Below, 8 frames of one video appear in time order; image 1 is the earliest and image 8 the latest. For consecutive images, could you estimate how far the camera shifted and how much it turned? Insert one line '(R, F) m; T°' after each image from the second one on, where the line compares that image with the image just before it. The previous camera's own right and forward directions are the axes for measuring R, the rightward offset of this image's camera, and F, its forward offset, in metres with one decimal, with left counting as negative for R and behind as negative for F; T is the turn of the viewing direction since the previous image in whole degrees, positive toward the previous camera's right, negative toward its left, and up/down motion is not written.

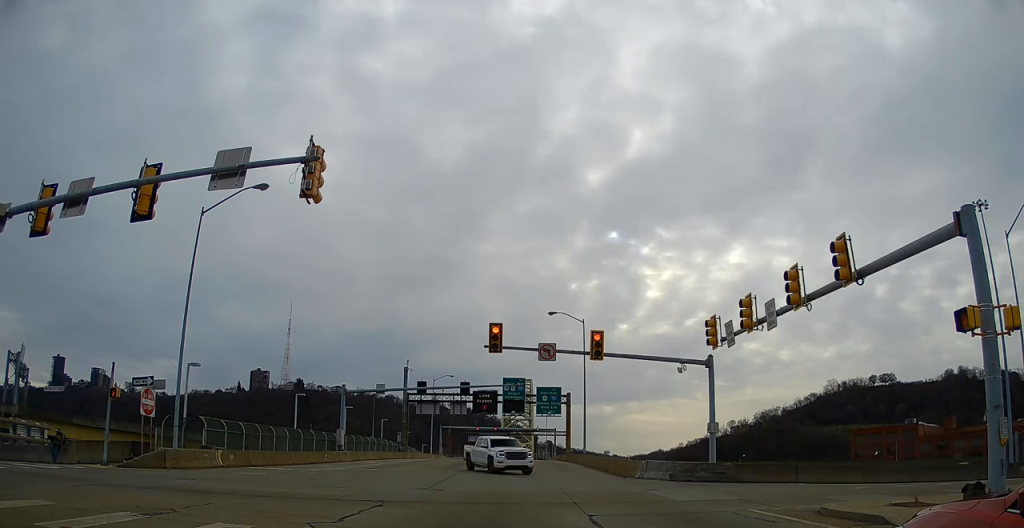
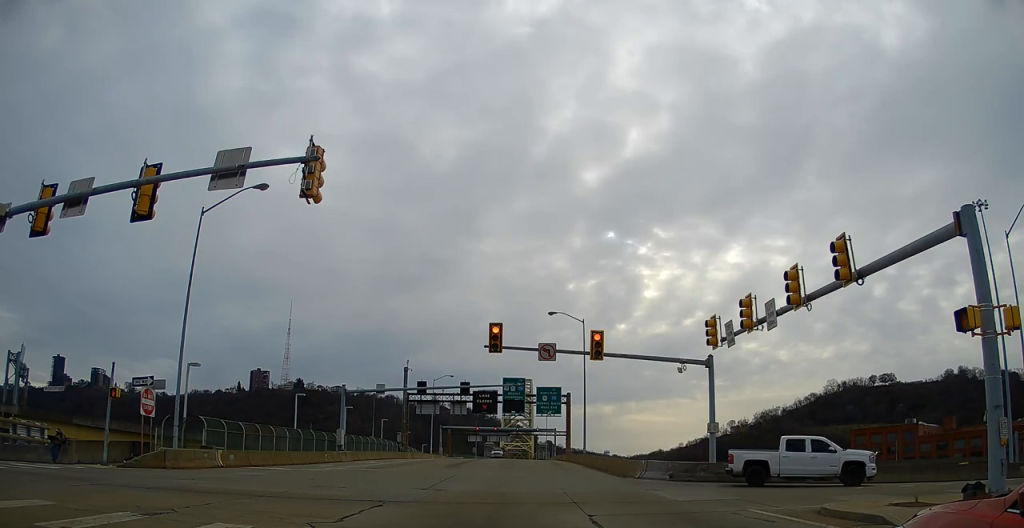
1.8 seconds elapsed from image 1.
(0.0, +0.3) m; 0°
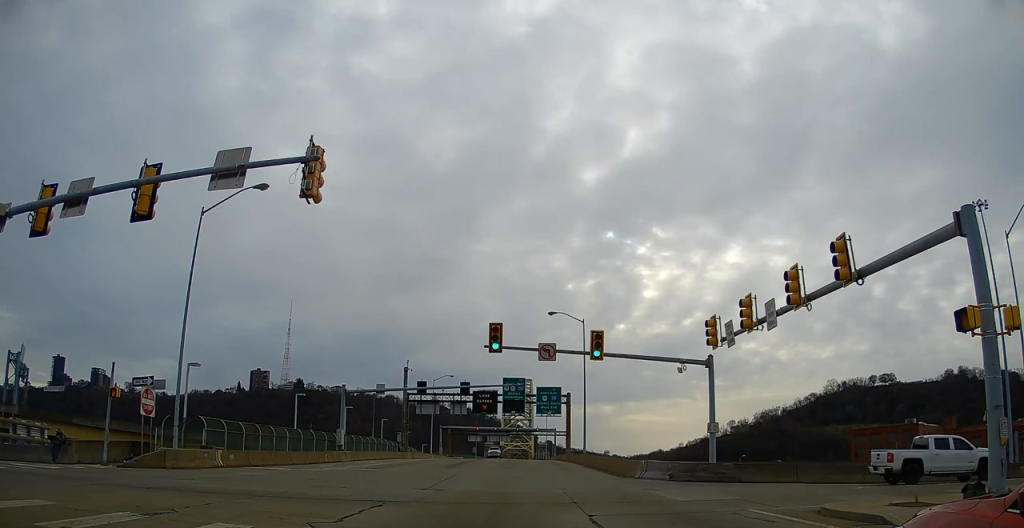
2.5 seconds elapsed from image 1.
(0.0, 0.0) m; 0°
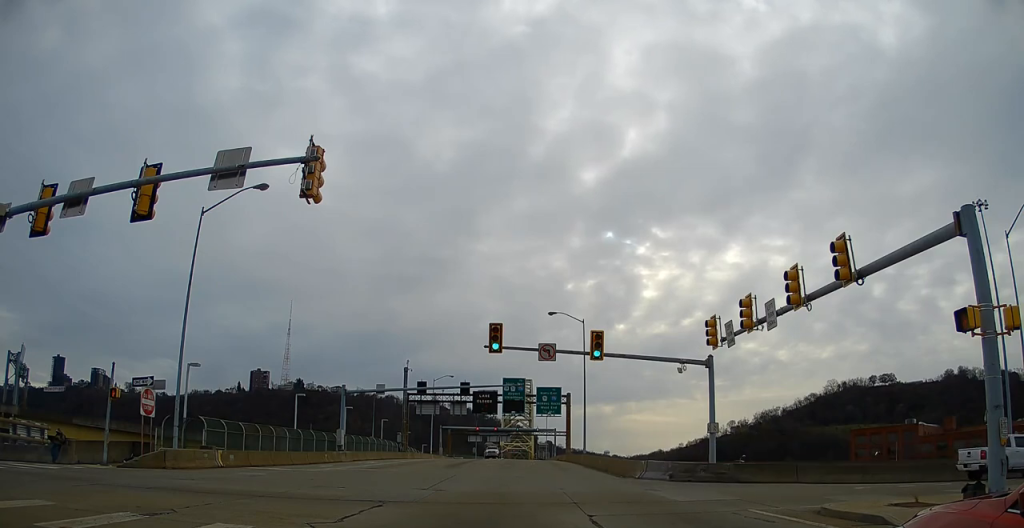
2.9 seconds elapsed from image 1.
(0.0, 0.0) m; 0°
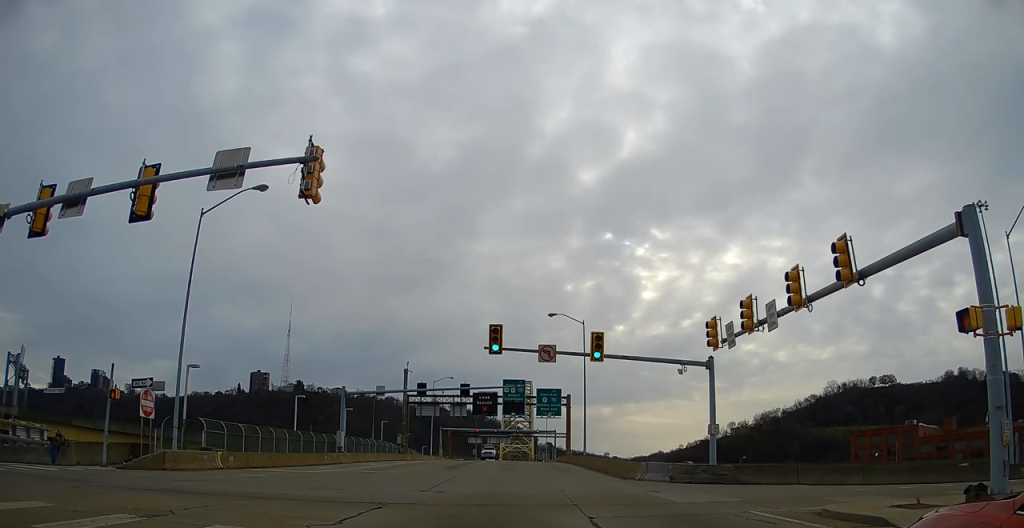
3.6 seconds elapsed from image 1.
(0.0, 0.0) m; 0°
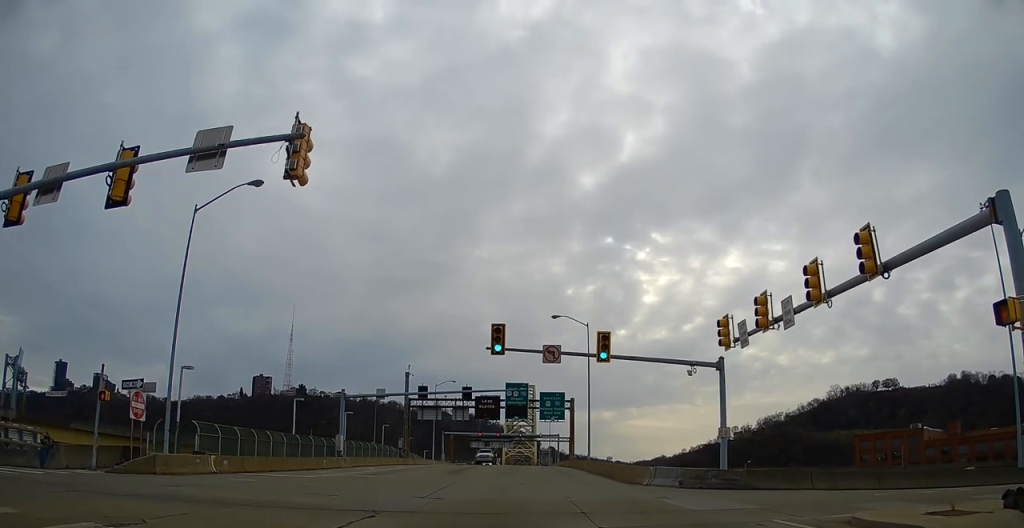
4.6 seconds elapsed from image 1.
(-0.1, +0.4) m; 0°
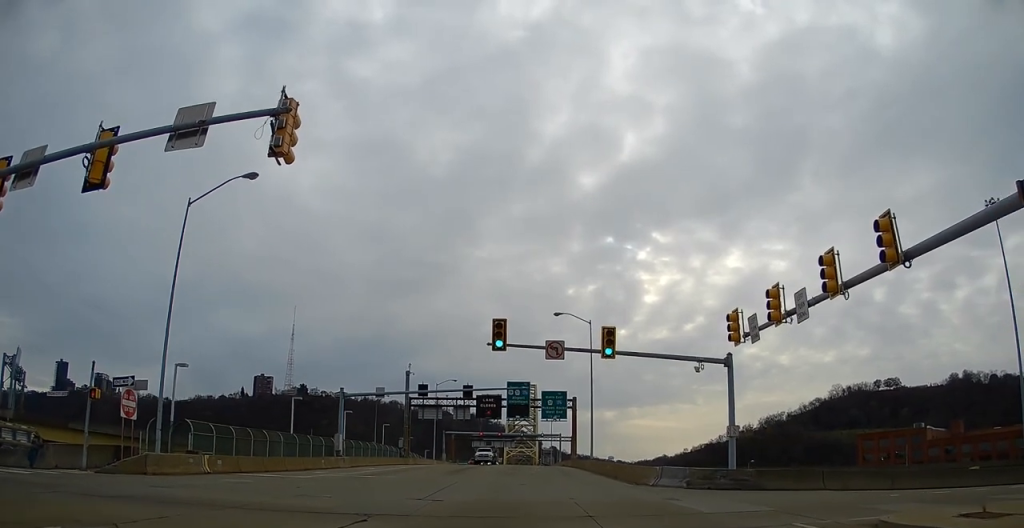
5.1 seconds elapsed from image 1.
(0.0, +0.2) m; 0°
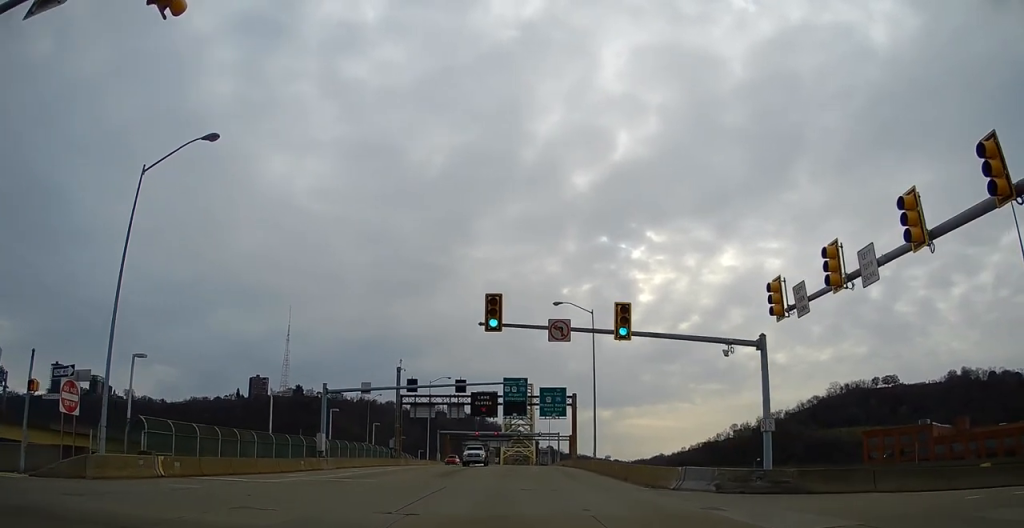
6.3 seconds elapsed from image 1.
(0.0, +1.6) m; +2°
